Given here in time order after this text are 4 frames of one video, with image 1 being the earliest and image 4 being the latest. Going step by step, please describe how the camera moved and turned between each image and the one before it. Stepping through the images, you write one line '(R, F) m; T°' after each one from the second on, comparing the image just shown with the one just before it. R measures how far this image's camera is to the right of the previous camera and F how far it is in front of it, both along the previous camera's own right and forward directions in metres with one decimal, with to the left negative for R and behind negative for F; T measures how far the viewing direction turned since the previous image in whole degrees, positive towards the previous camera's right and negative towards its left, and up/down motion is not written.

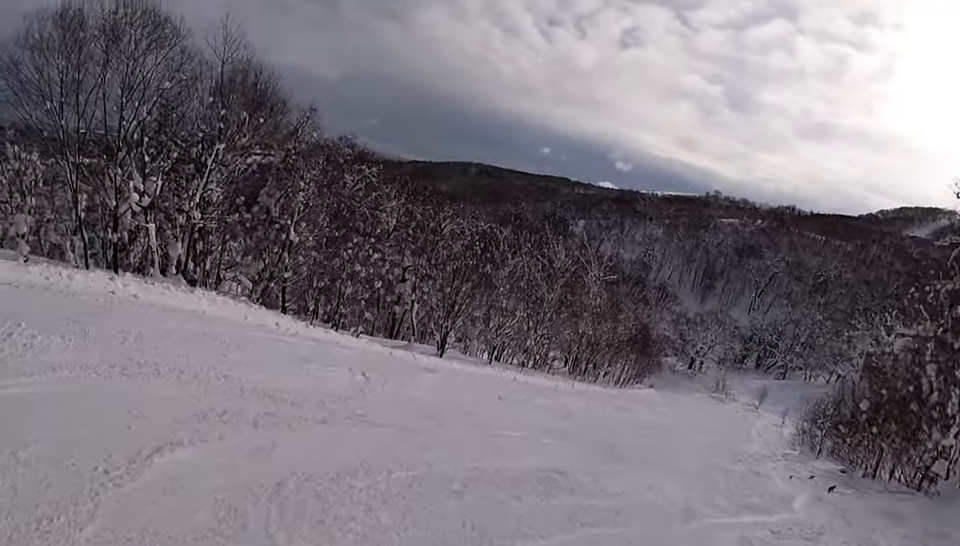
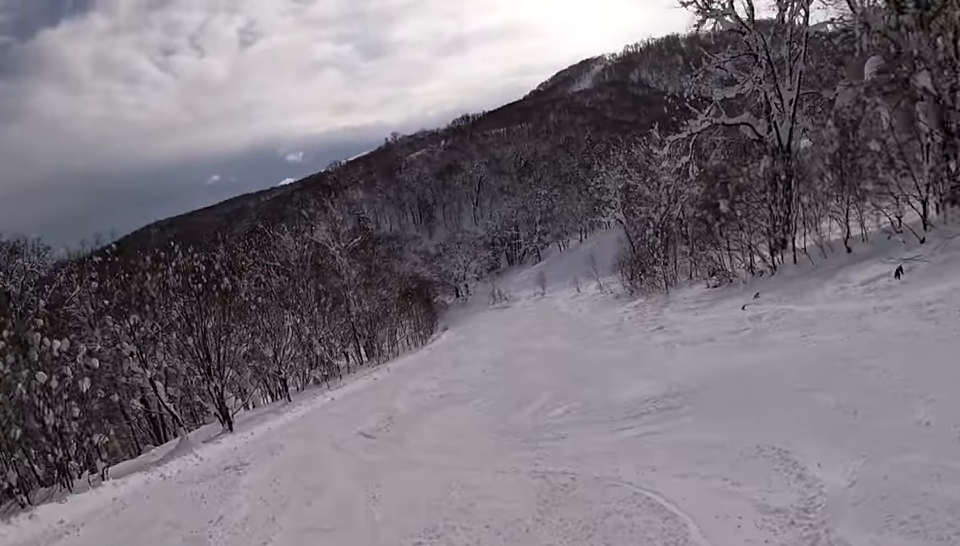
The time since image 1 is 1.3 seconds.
(-0.5, +7.4) m; +19°
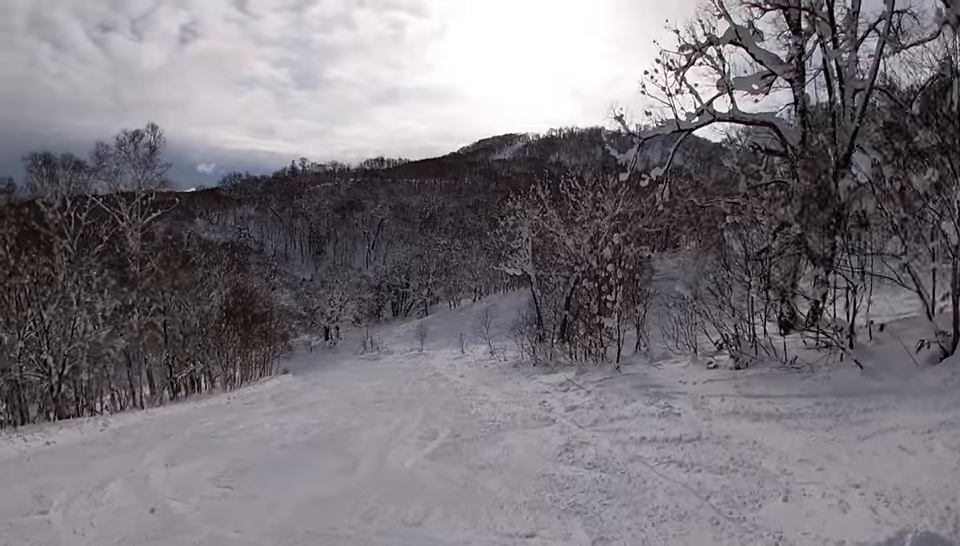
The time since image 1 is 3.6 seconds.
(+4.8, +16.6) m; +7°
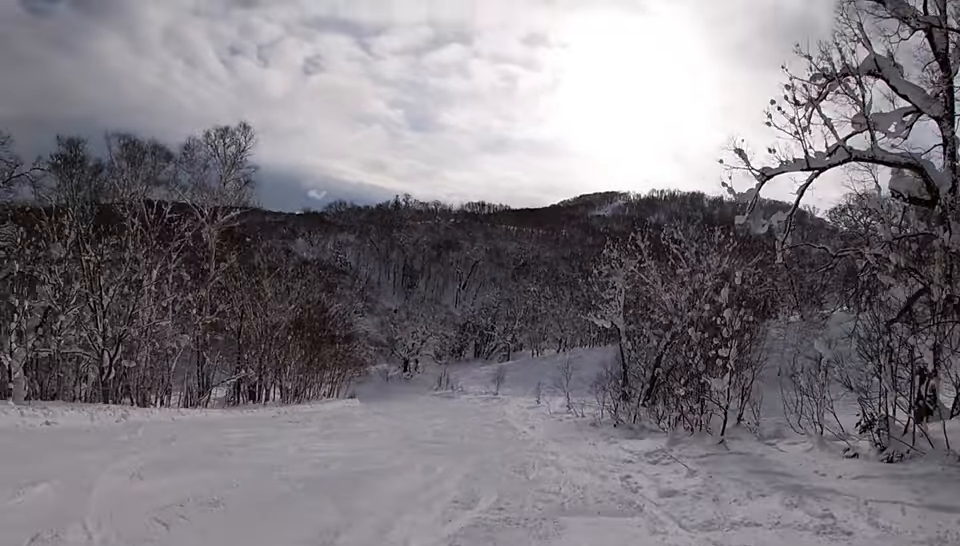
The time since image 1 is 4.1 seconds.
(+0.3, +3.2) m; -5°
